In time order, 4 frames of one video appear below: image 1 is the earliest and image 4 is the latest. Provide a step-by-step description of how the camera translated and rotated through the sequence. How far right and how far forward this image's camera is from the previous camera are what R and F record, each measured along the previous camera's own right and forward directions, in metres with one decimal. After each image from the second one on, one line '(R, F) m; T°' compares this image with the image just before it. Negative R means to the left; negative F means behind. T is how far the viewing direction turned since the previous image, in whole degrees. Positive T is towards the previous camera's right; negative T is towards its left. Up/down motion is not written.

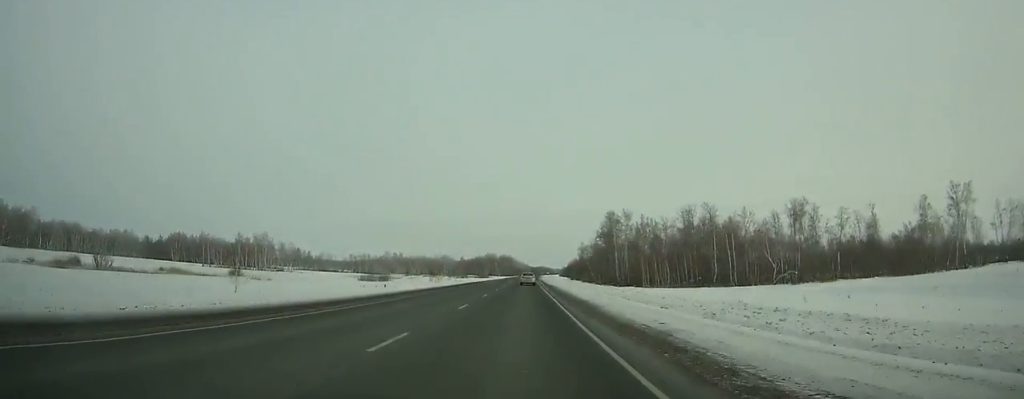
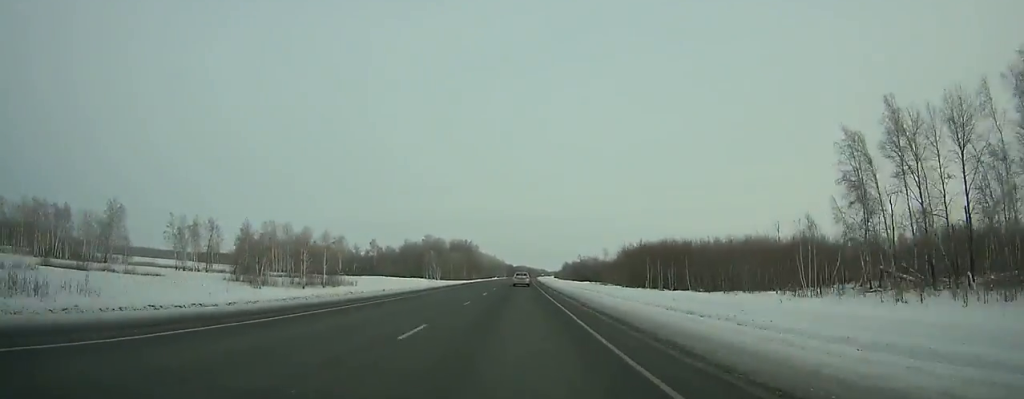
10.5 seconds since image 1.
(+3.8, +287.3) m; +2°
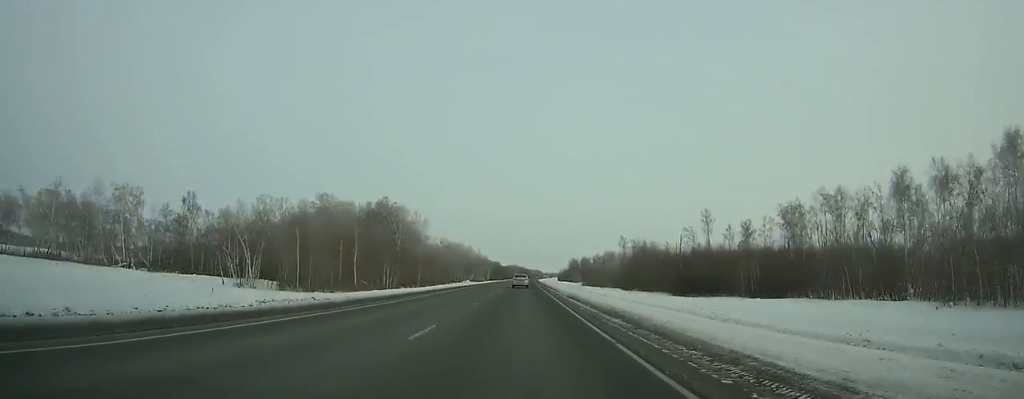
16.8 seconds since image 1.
(+1.9, +166.9) m; +1°
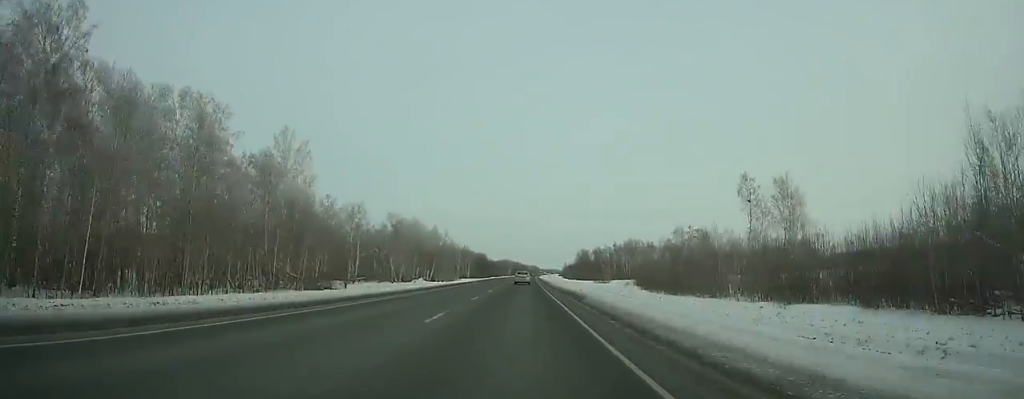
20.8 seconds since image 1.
(+0.3, +103.9) m; 0°
